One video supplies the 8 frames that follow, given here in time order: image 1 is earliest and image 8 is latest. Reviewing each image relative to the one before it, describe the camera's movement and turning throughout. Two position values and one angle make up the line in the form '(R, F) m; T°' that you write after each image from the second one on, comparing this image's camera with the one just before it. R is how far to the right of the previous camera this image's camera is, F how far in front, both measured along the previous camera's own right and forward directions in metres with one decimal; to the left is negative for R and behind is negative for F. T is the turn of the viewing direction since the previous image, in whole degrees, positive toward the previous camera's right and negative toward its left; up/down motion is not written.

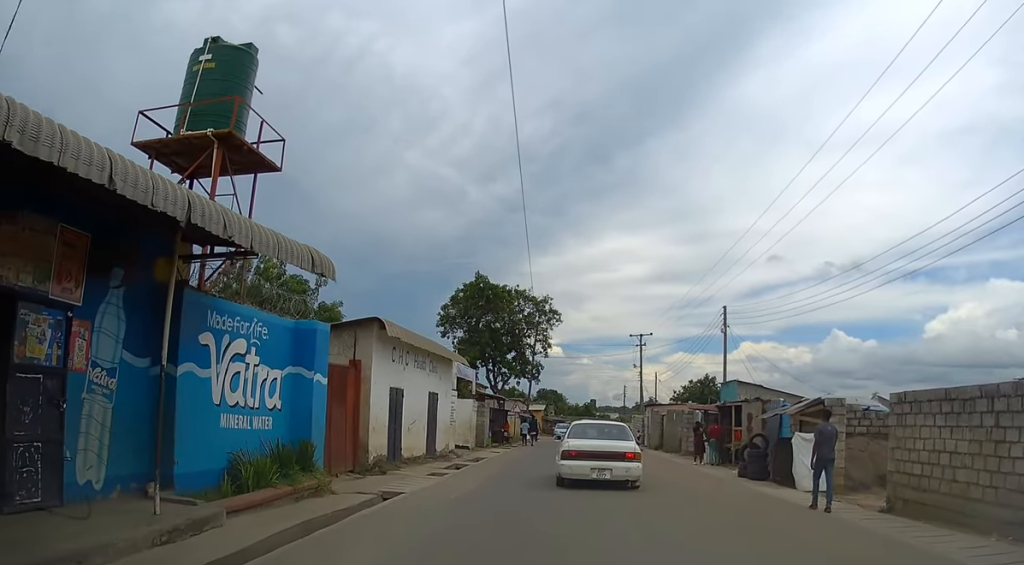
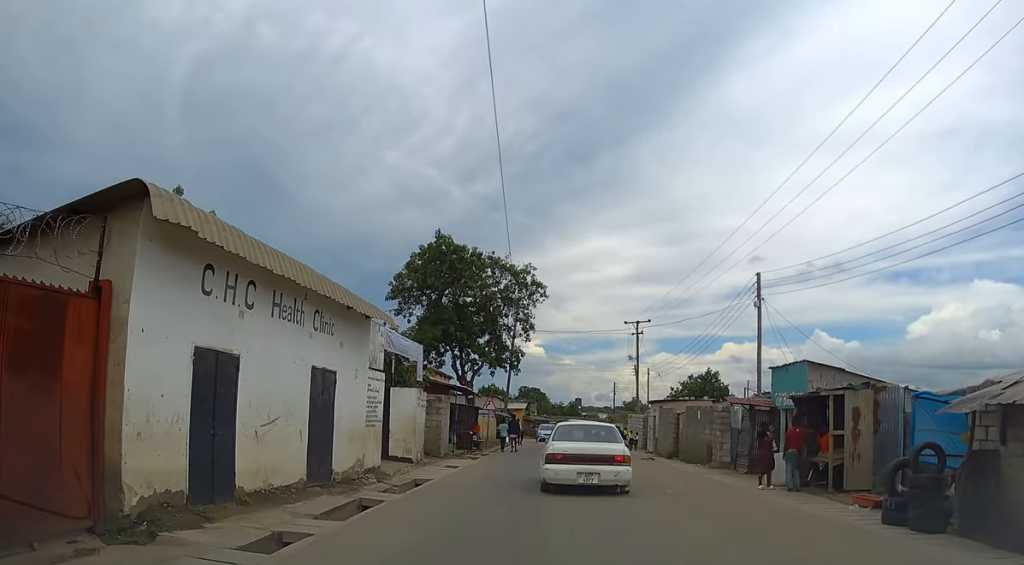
(0.0, +9.6) m; +1°
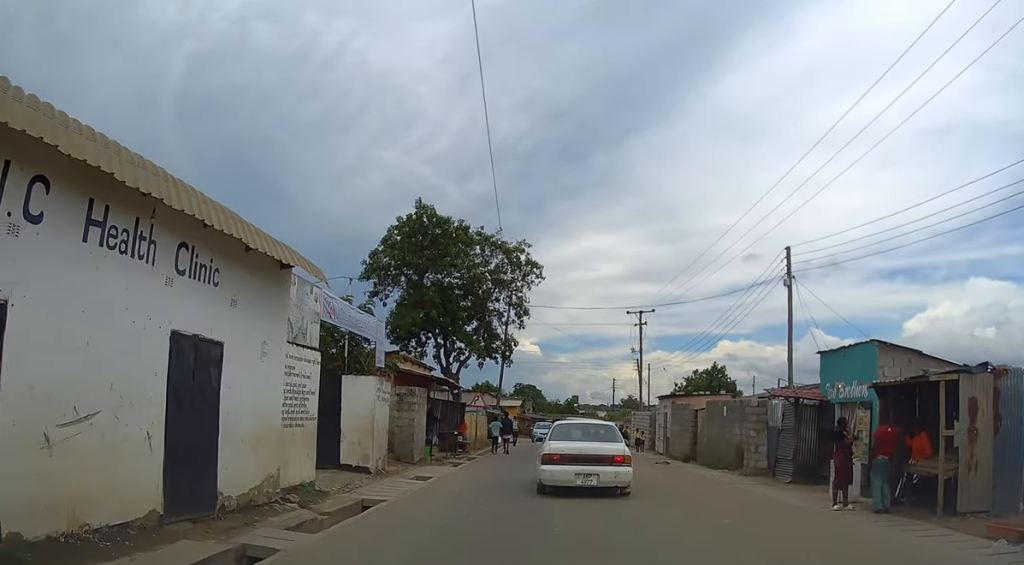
(0.0, +4.6) m; +1°
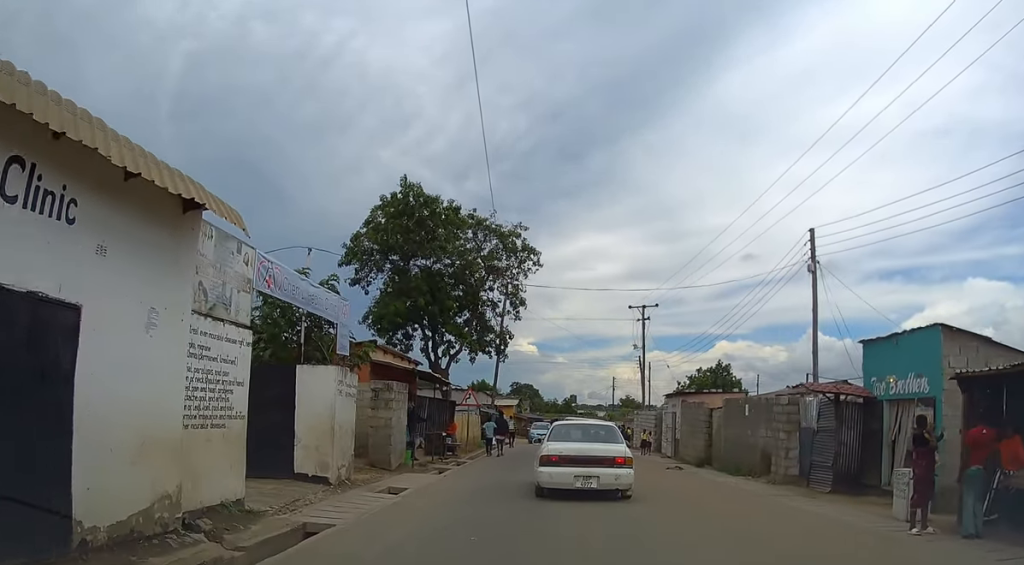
(0.0, +2.9) m; 0°
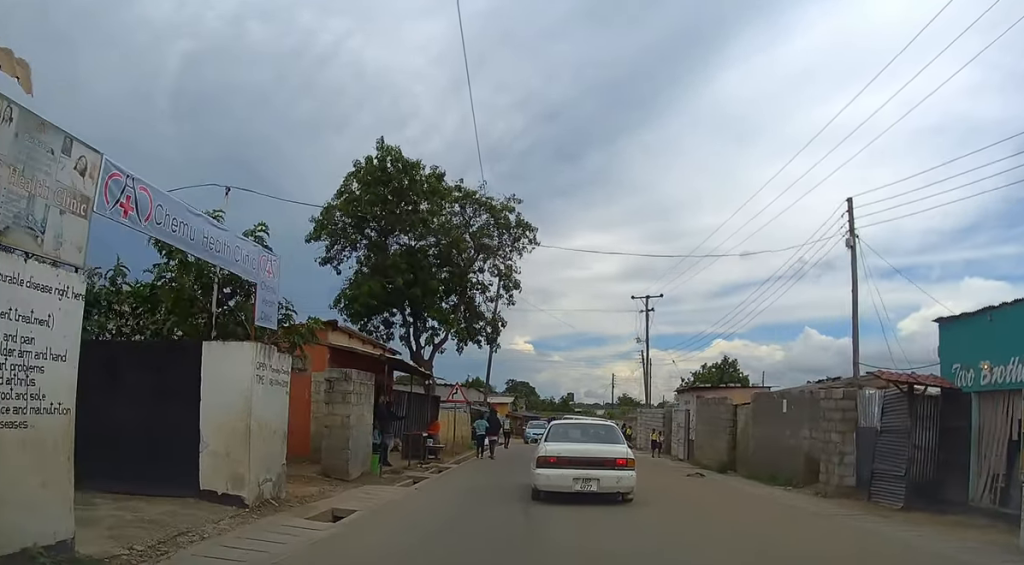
(+0.1, +3.5) m; 0°
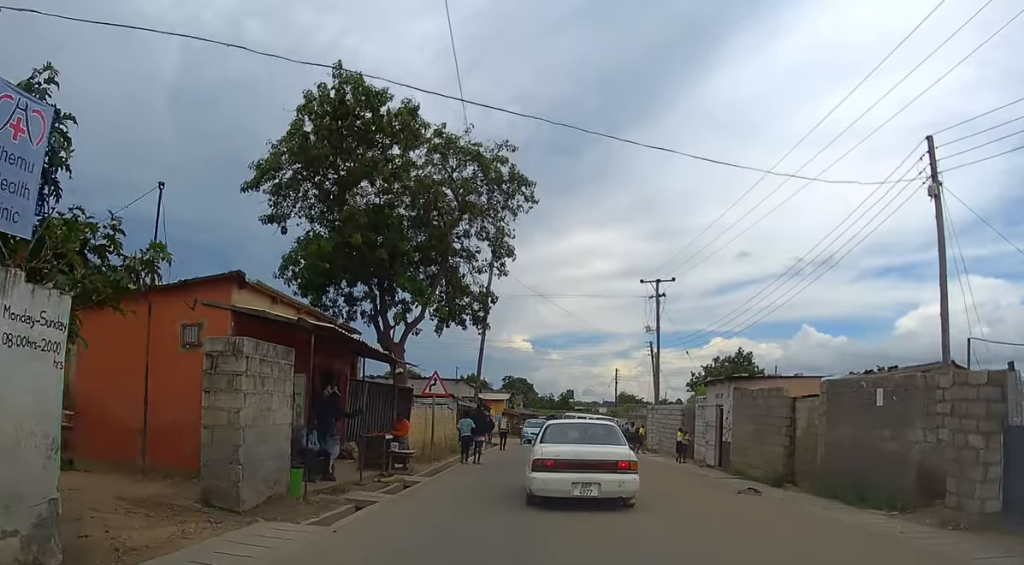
(0.0, +5.3) m; 0°
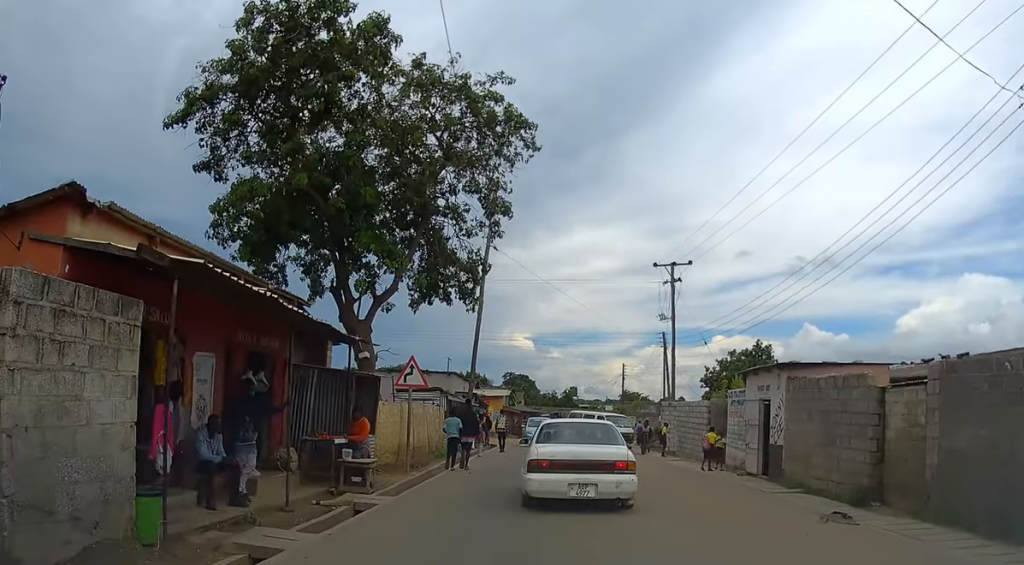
(0.0, +4.7) m; 0°
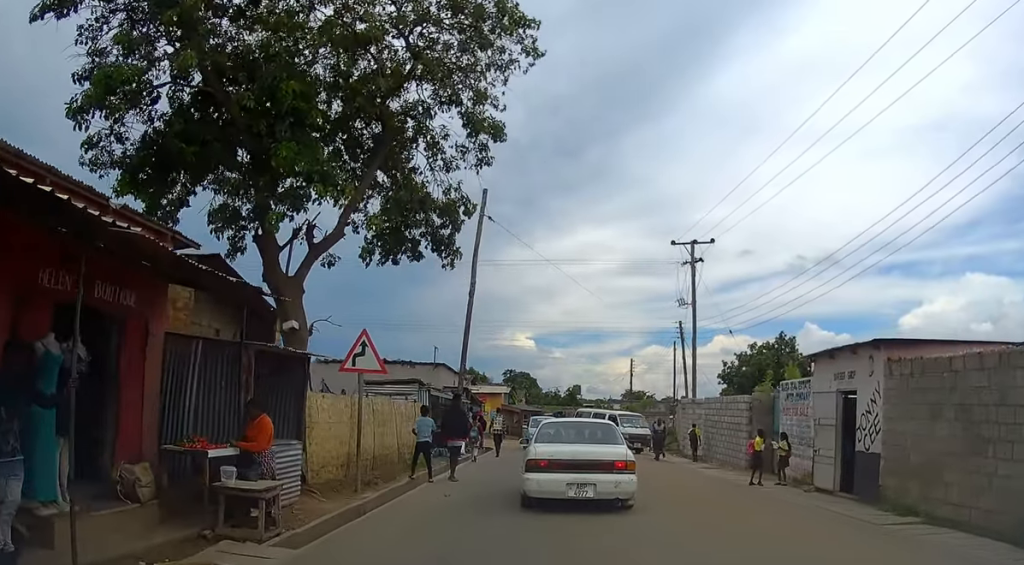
(0.0, +5.2) m; -1°
